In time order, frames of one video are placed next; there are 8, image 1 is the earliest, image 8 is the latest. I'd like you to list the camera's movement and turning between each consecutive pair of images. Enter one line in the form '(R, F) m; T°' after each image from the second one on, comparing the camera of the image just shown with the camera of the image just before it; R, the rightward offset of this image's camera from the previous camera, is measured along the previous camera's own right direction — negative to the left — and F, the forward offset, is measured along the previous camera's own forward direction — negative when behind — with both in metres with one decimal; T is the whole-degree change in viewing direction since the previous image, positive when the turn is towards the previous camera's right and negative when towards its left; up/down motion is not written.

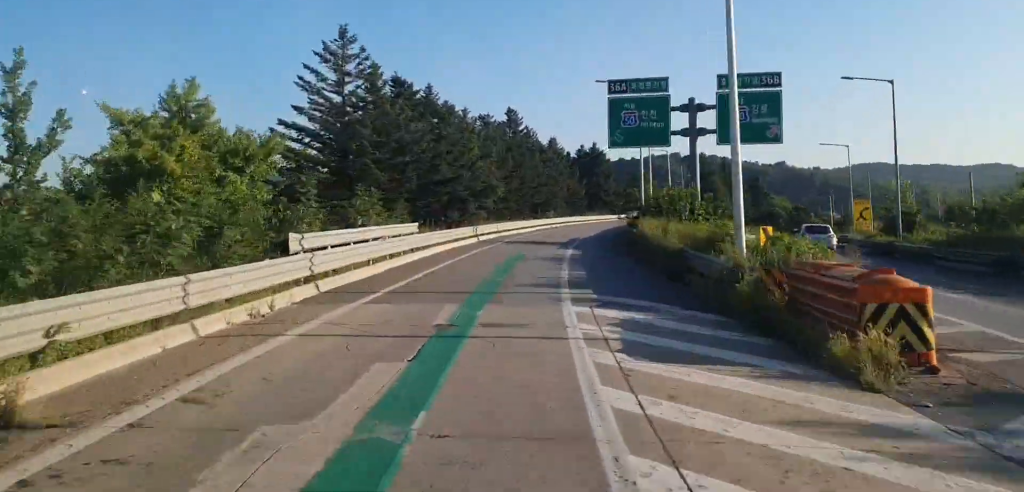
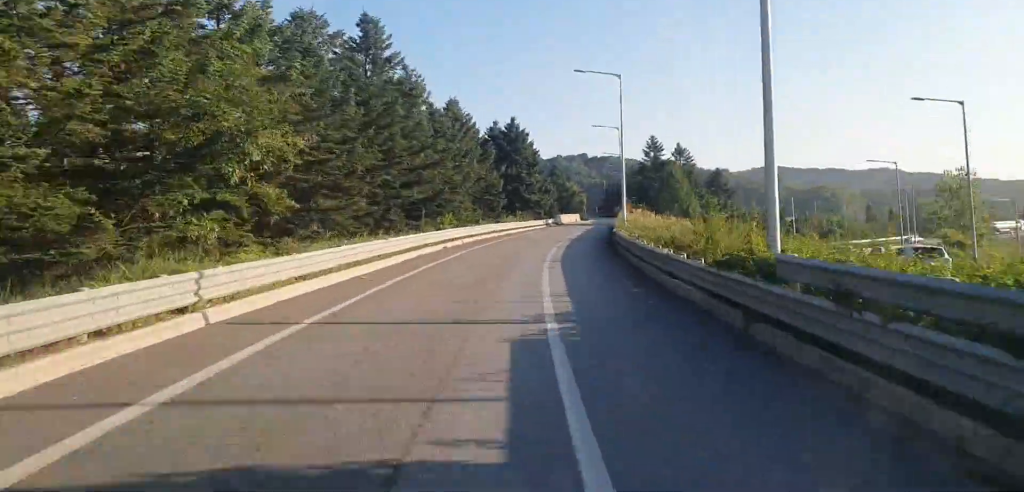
(+1.9, +36.9) m; +7°
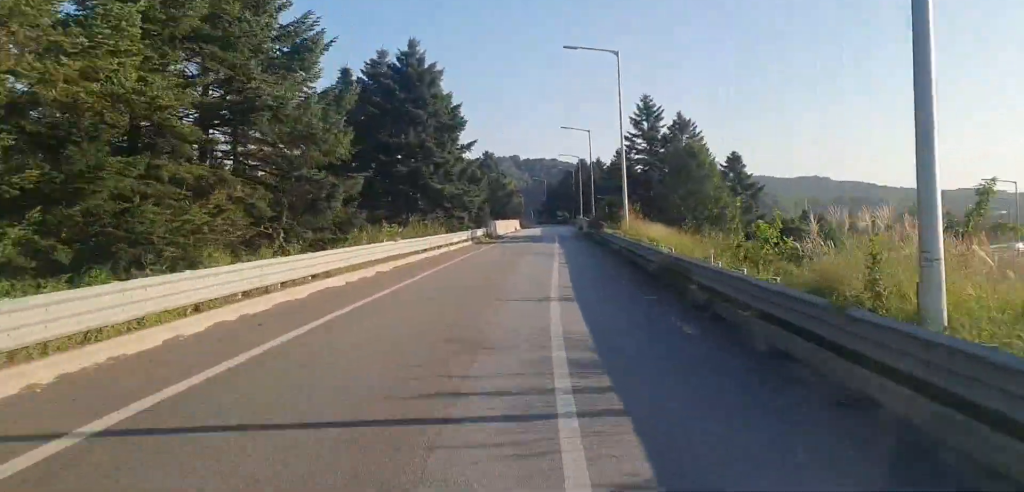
(+2.6, +39.0) m; +5°
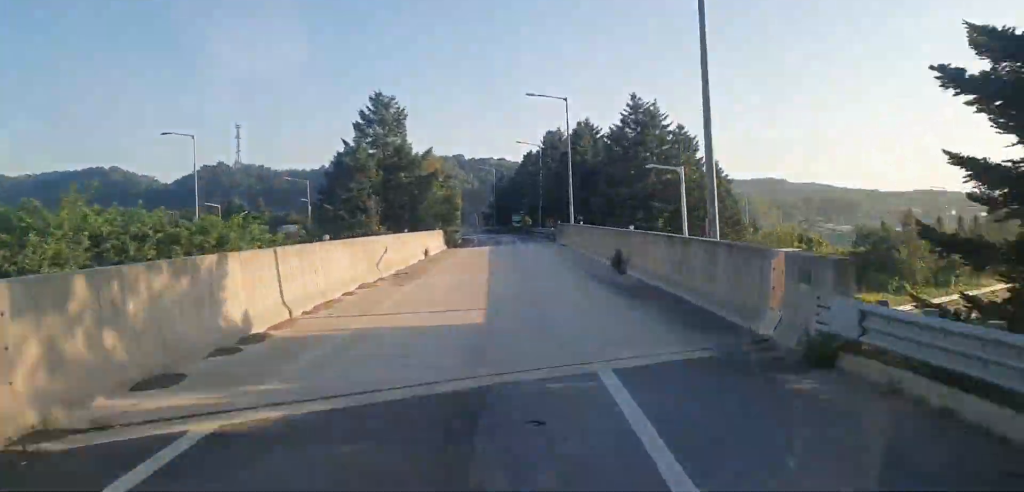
(+1.7, +55.6) m; +3°
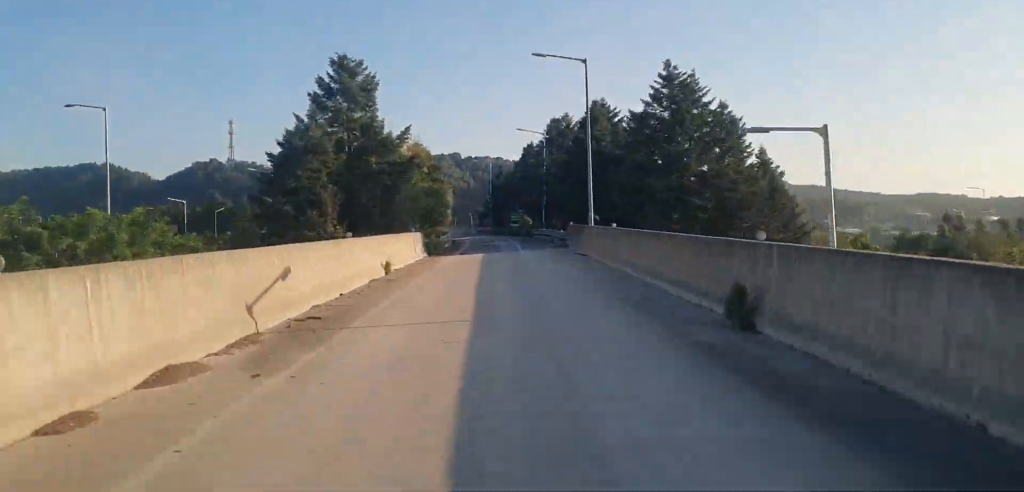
(0.0, +12.5) m; 0°
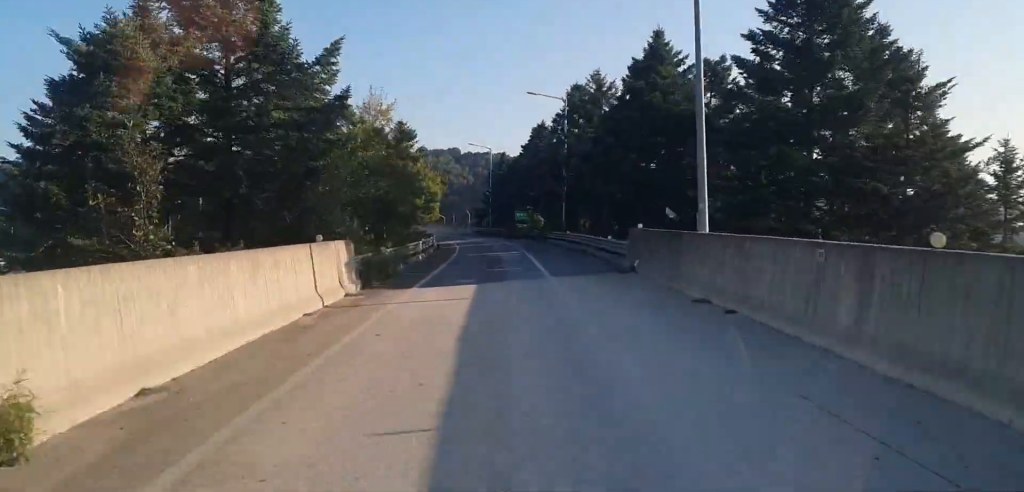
(+0.2, +20.8) m; -1°
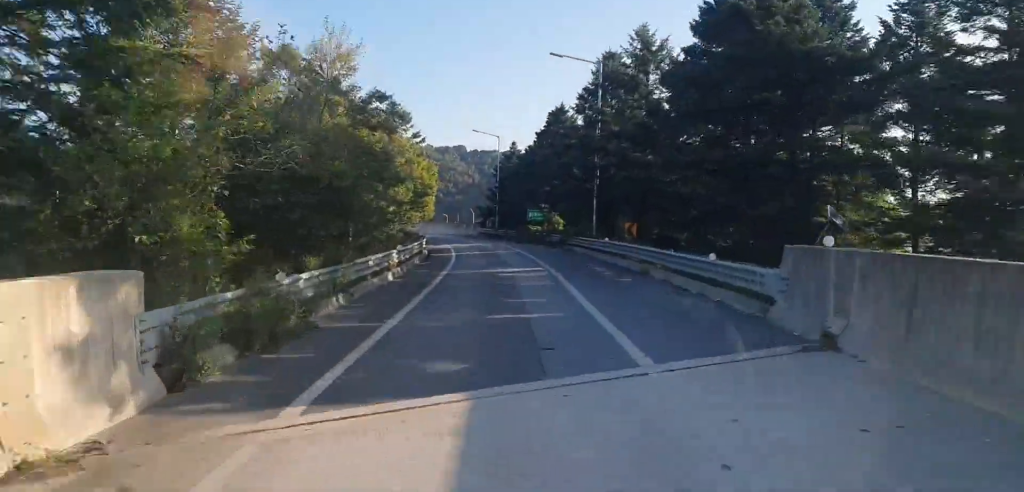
(-0.2, +13.0) m; -1°
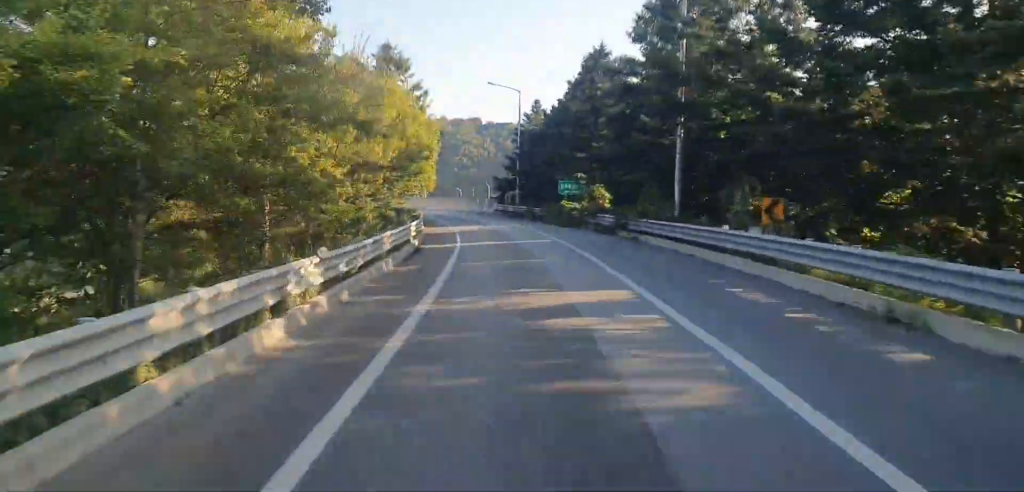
(-0.1, +14.6) m; -1°
